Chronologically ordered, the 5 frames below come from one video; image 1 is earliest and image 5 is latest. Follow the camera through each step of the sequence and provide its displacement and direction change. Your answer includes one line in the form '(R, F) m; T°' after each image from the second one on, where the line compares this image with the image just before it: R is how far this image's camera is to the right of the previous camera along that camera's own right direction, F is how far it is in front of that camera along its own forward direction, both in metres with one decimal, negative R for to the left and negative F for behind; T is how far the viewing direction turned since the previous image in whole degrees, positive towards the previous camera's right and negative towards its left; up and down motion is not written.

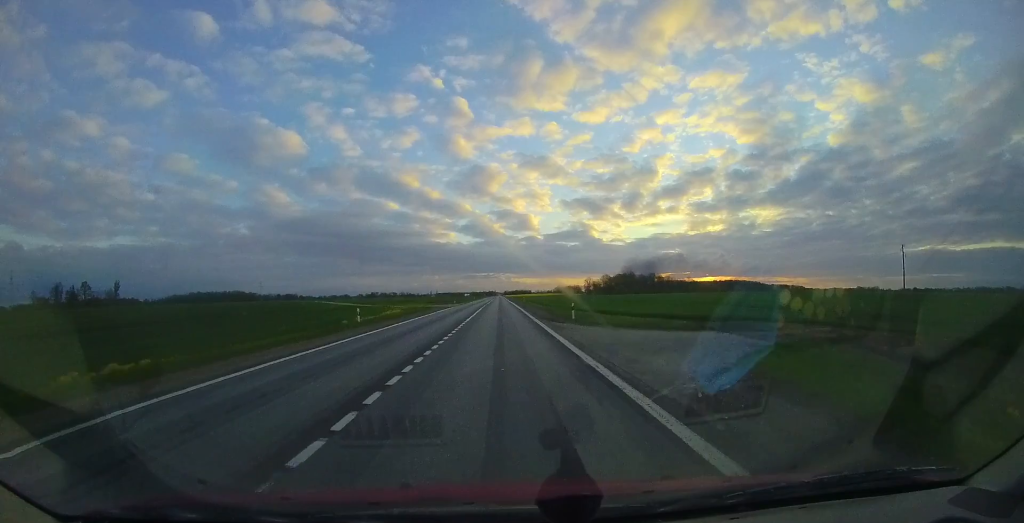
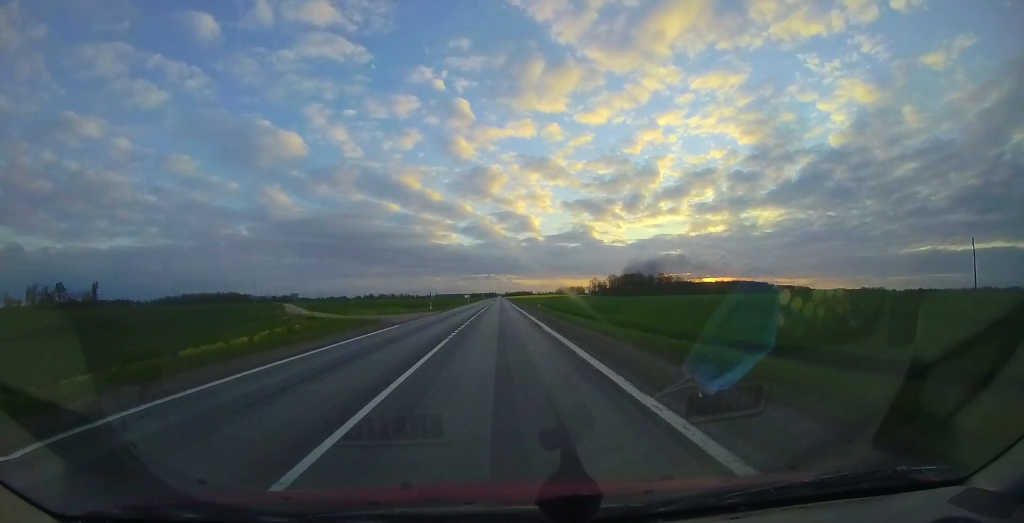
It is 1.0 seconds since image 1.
(0.0, +23.2) m; 0°
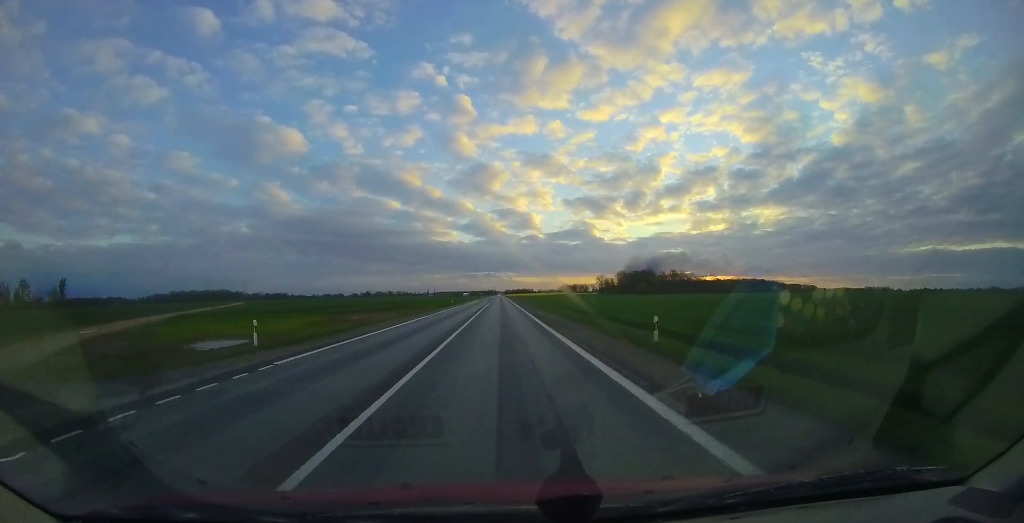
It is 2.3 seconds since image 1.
(+0.2, +30.9) m; 0°
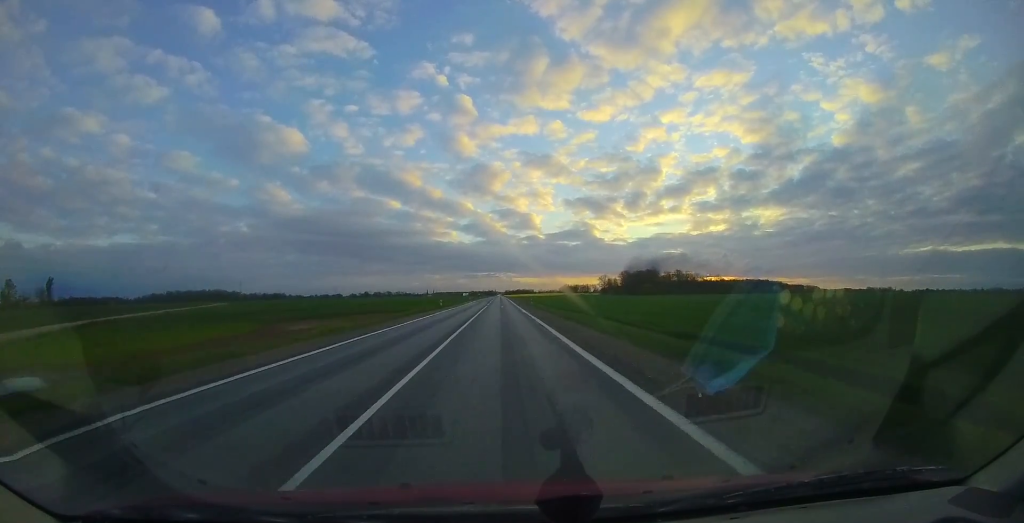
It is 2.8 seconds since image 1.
(+0.1, +11.5) m; 0°
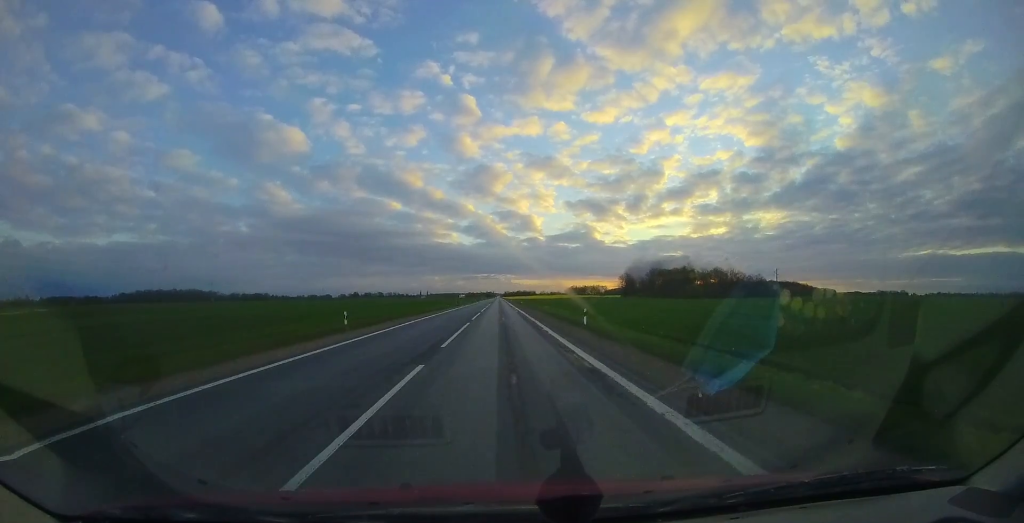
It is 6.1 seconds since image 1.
(+0.5, +74.2) m; 0°
